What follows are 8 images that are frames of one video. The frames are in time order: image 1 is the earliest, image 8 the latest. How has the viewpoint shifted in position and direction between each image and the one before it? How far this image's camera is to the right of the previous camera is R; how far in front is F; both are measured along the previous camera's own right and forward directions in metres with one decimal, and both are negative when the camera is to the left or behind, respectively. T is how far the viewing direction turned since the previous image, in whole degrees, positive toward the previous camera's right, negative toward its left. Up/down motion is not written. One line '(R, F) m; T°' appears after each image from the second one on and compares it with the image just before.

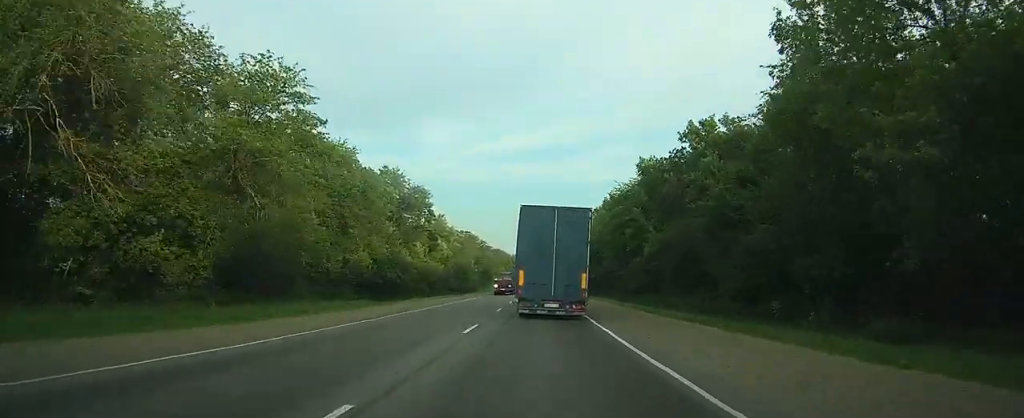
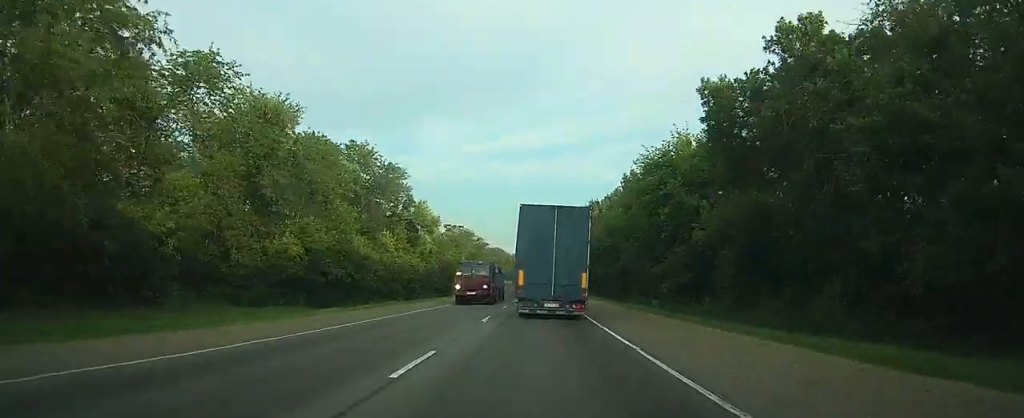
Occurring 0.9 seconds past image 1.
(0.0, +19.3) m; 0°
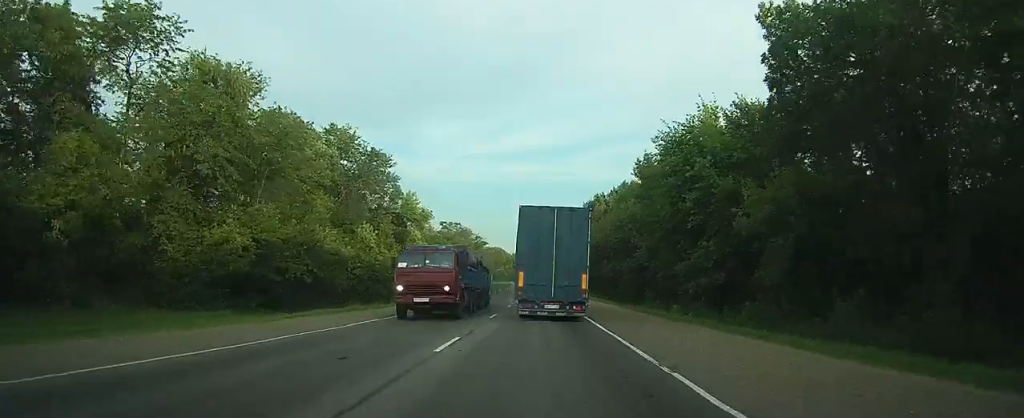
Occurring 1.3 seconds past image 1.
(0.0, +8.8) m; 0°
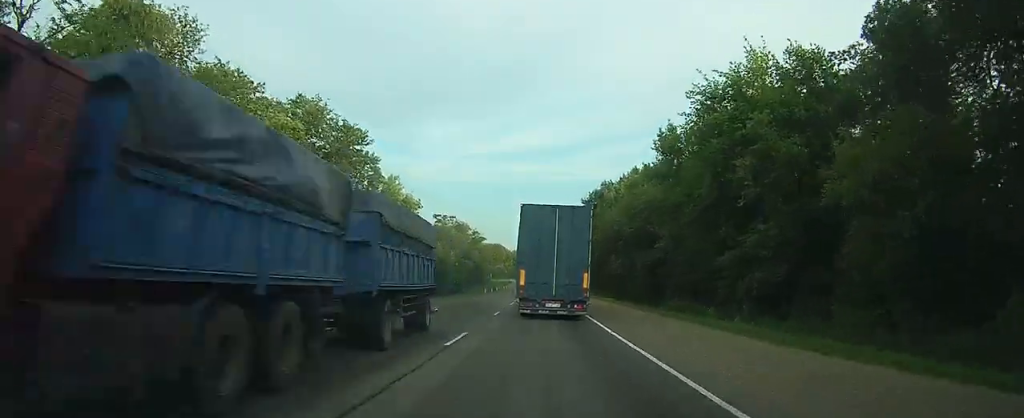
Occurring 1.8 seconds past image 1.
(0.0, +11.0) m; 0°
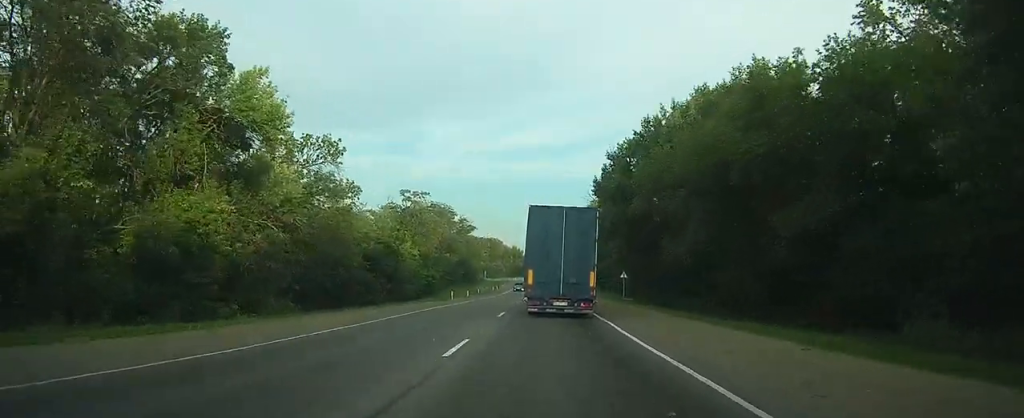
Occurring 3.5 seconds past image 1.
(0.0, +37.7) m; 0°
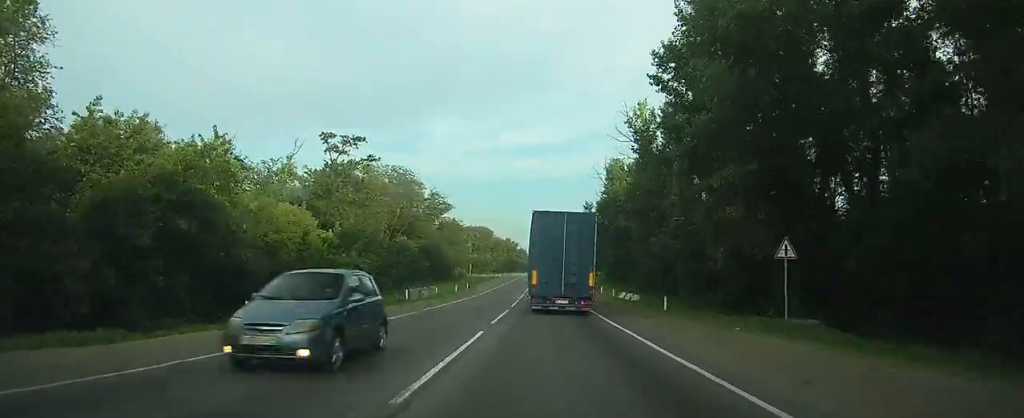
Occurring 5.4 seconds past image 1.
(-0.3, +40.1) m; 0°
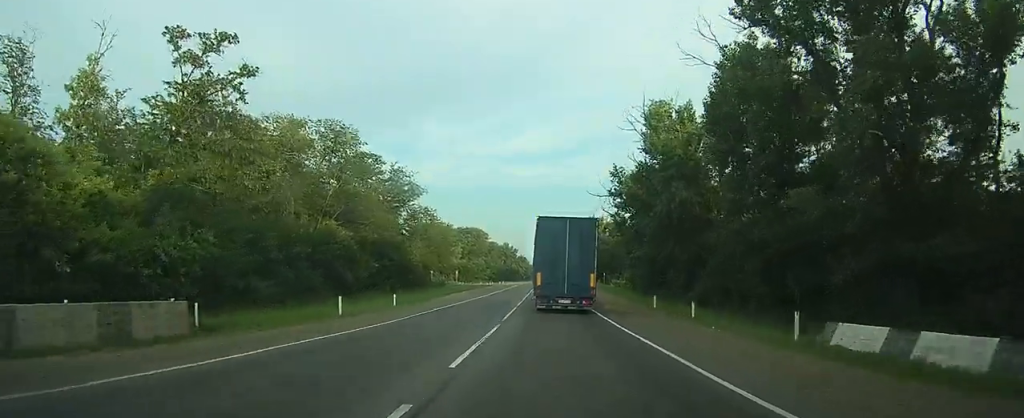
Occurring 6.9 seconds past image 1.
(+0.2, +32.9) m; 0°
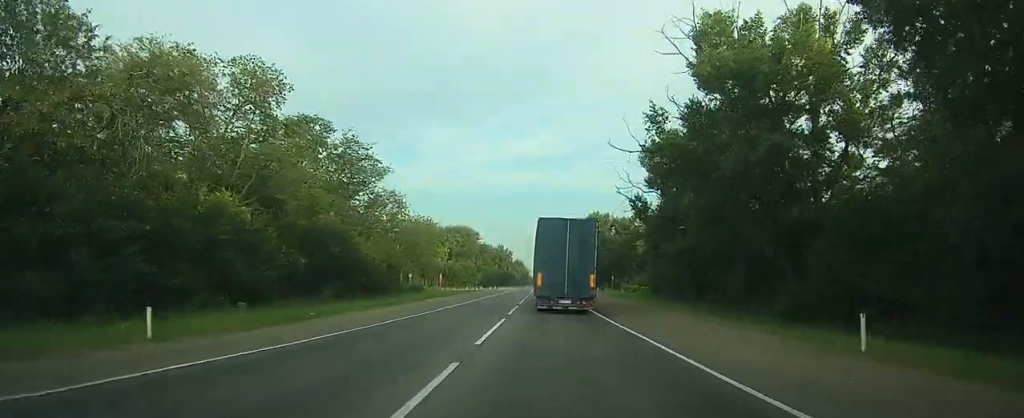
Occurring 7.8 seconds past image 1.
(-0.1, +20.3) m; 0°
